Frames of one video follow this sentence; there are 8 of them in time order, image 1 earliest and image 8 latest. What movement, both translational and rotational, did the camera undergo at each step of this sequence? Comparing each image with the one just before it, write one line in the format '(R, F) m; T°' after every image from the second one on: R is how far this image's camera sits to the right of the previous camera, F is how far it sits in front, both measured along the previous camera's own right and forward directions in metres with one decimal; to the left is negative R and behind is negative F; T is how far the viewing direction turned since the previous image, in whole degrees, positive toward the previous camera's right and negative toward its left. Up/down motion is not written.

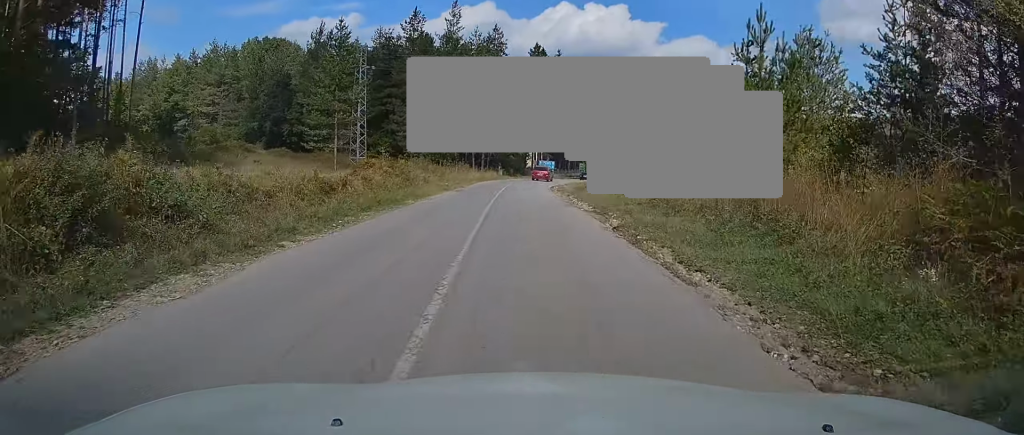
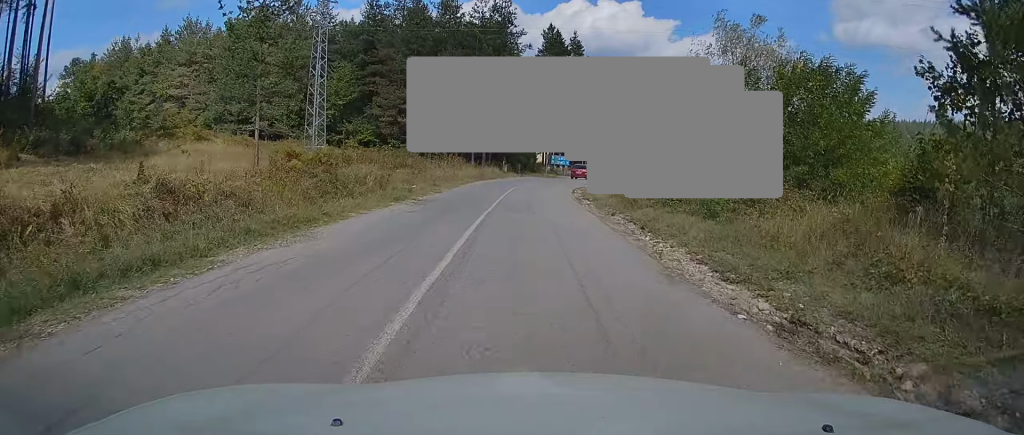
(-0.7, +14.4) m; -3°
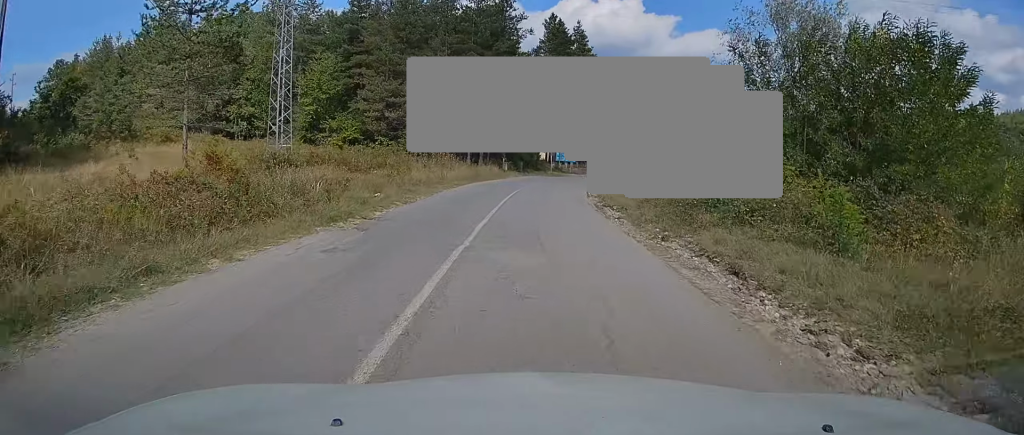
(0.0, +7.1) m; +1°
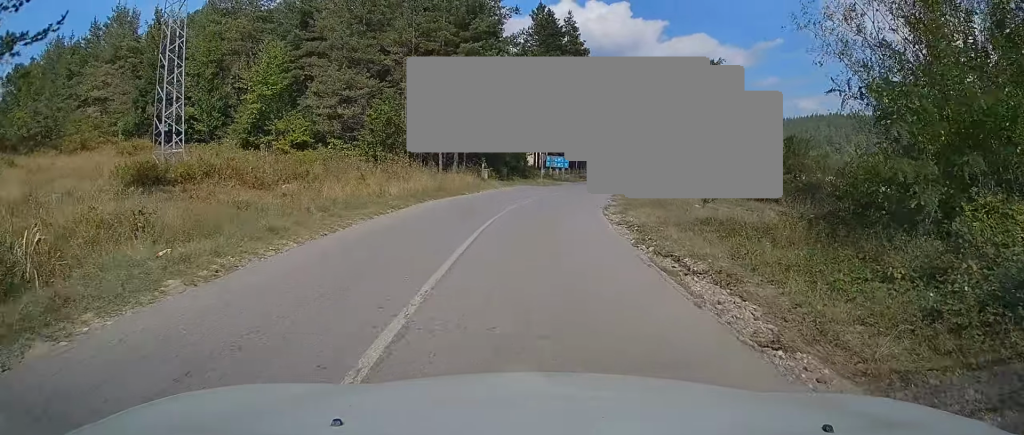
(+0.2, +11.8) m; +2°
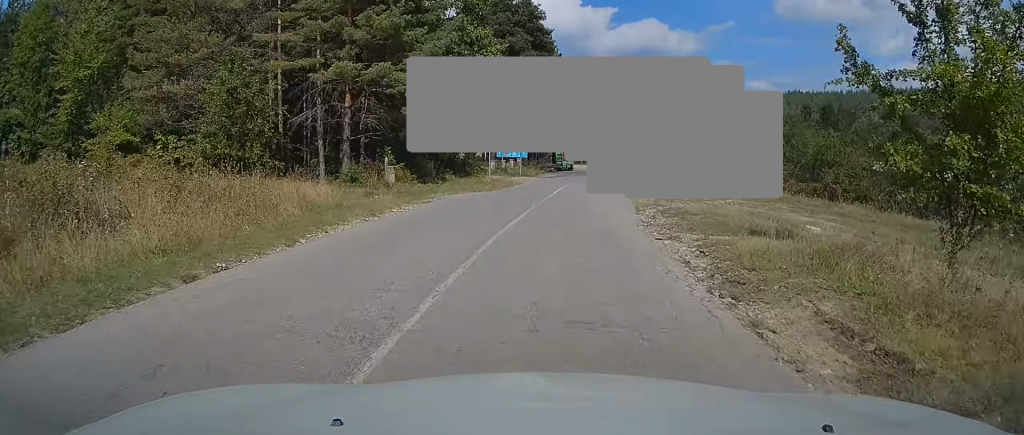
(+0.4, +19.4) m; +4°
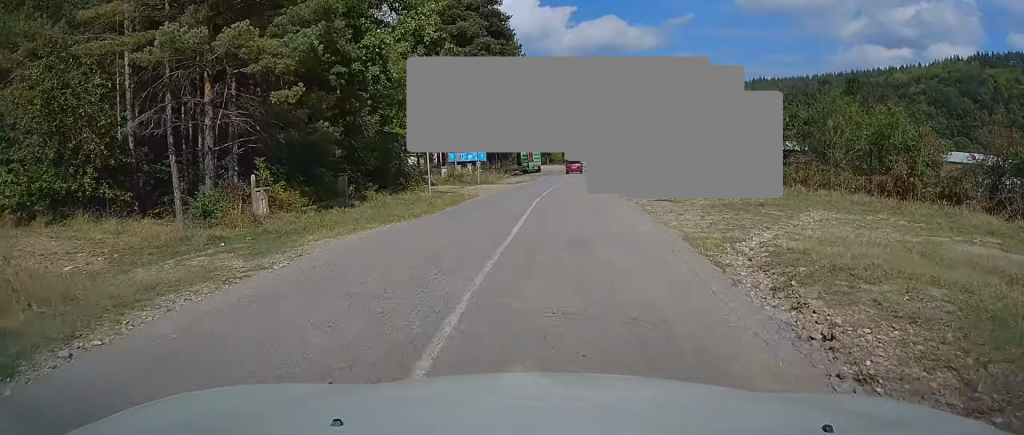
(+0.5, +10.4) m; +3°
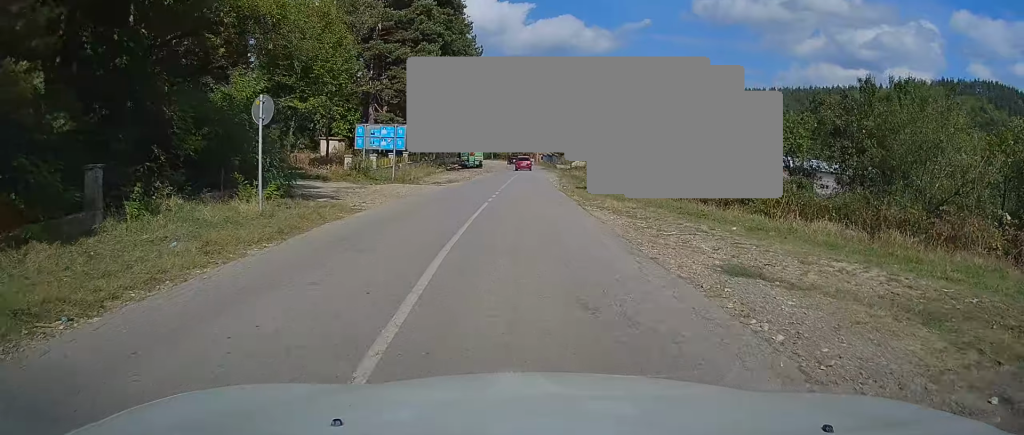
(+0.3, +11.6) m; +4°
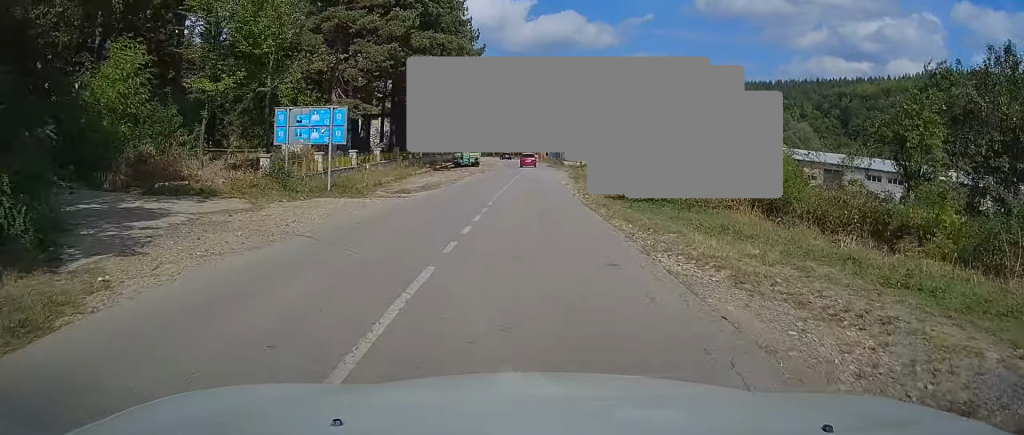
(+0.6, +10.8) m; +2°
